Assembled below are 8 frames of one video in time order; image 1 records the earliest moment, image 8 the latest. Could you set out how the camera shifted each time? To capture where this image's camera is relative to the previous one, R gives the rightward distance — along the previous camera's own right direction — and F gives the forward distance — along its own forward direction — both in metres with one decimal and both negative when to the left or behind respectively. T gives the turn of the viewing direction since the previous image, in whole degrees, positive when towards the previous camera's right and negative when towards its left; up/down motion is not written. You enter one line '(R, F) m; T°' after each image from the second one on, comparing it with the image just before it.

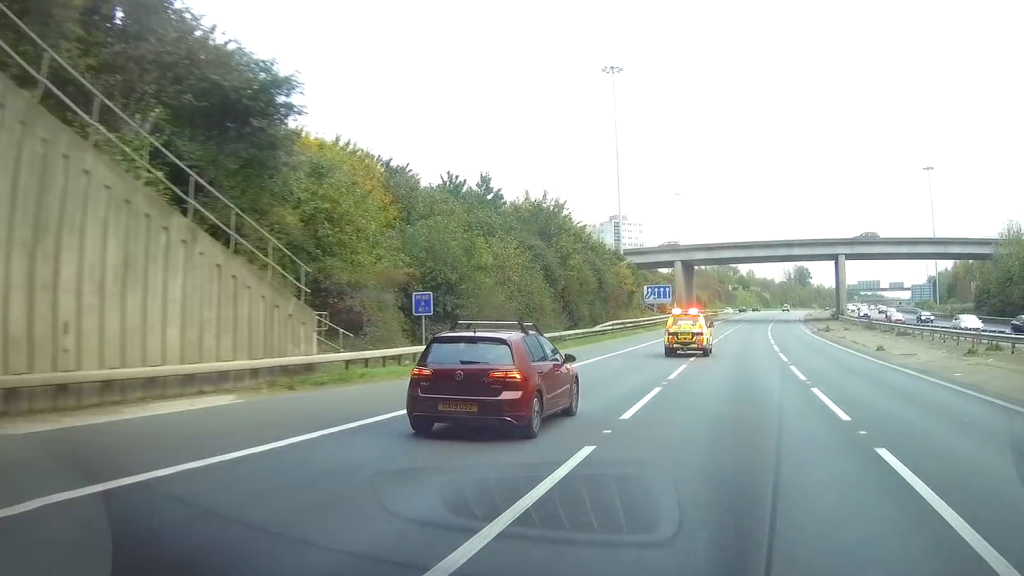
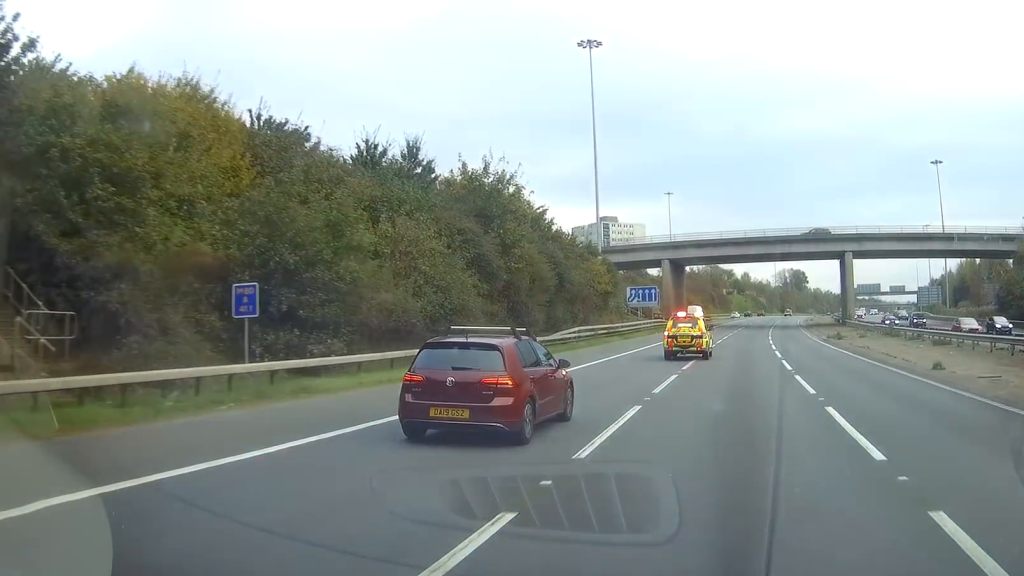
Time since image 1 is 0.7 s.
(+0.2, +12.2) m; +1°
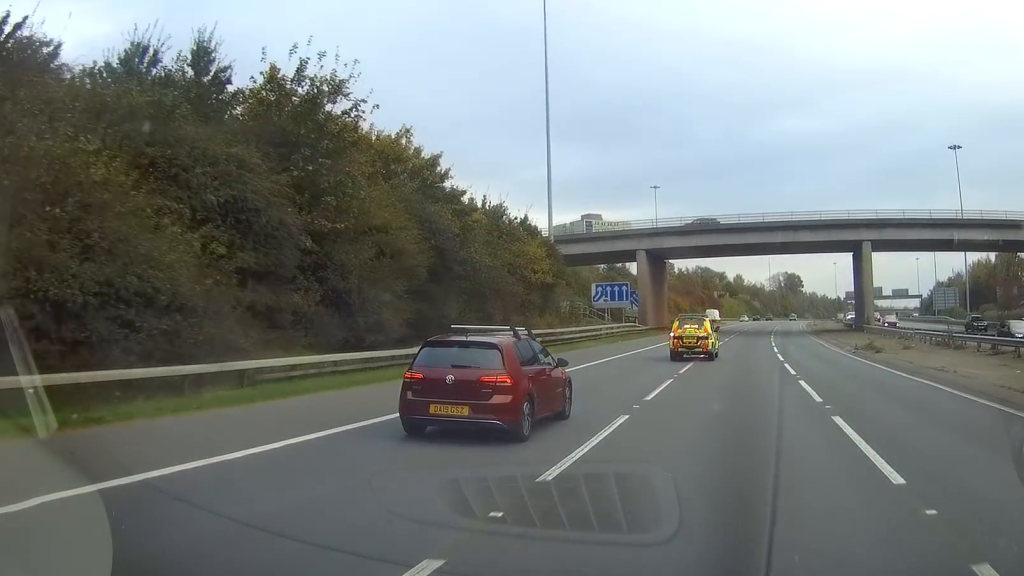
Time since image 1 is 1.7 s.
(+0.4, +19.5) m; +1°
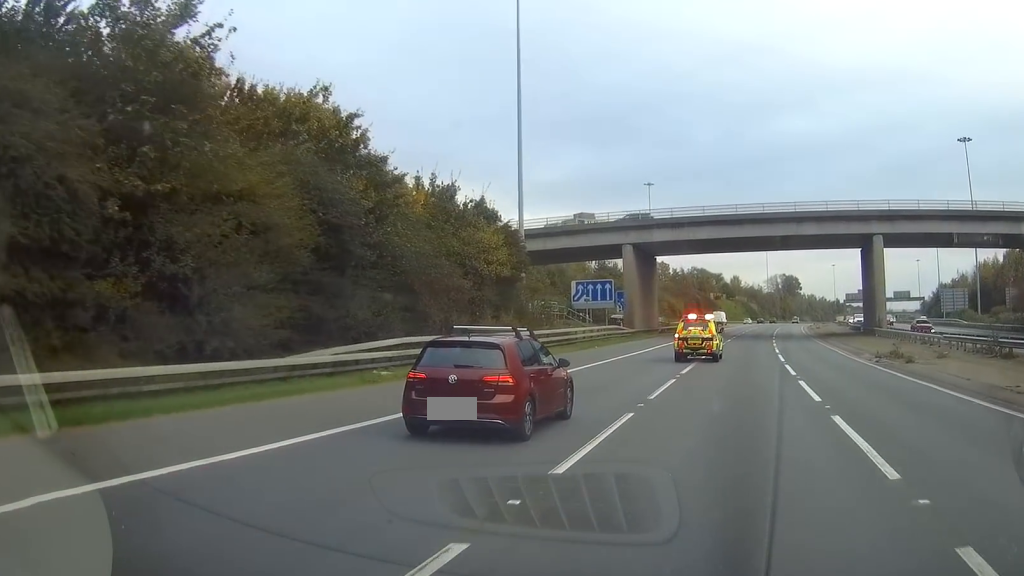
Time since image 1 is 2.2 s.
(0.0, +8.5) m; 0°
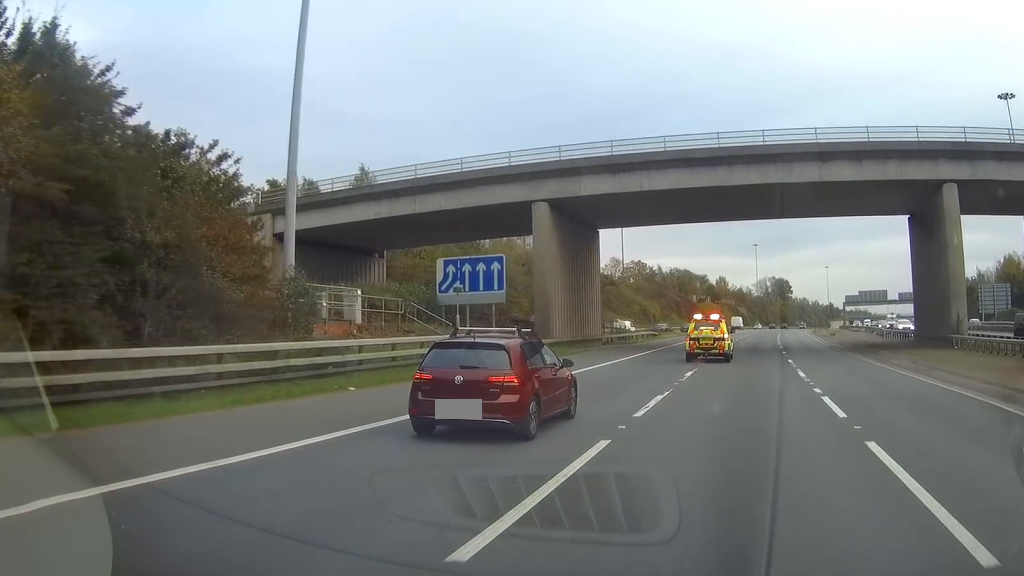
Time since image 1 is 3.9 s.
(+0.2, +30.5) m; +1°
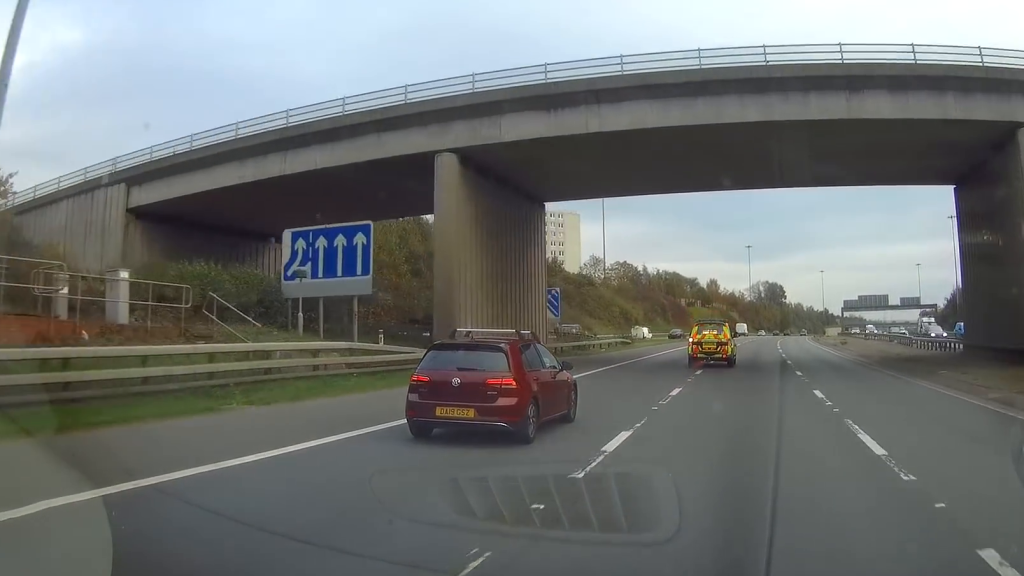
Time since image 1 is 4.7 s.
(+0.1, +14.6) m; +1°
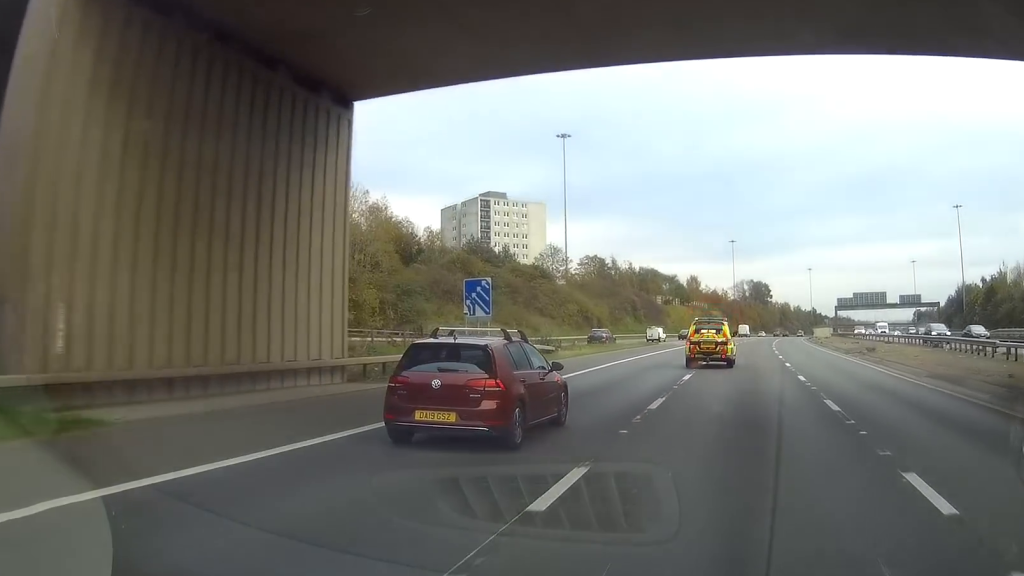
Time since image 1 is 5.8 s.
(+0.2, +21.5) m; +1°
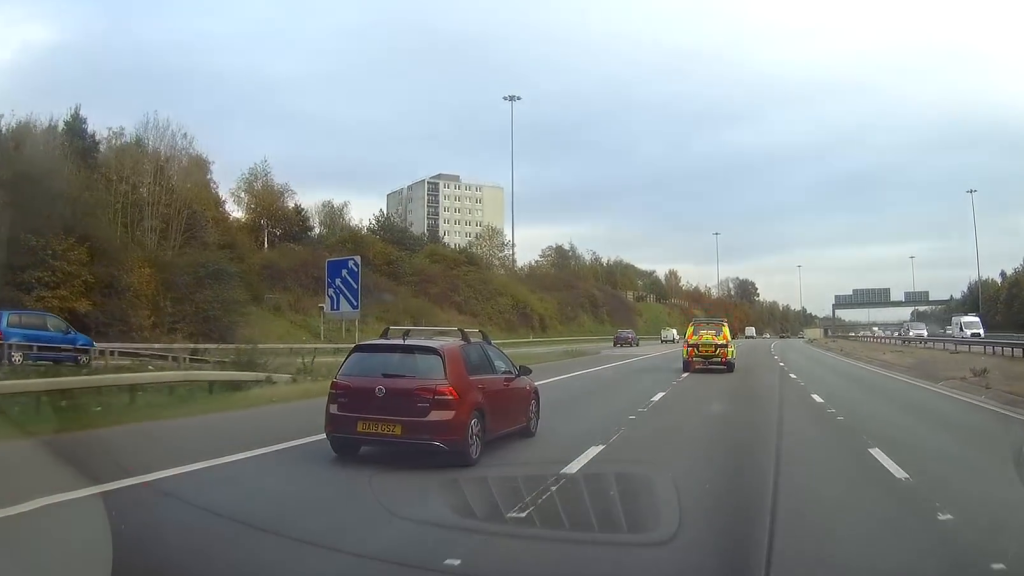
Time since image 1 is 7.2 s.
(-0.1, +24.7) m; 0°
